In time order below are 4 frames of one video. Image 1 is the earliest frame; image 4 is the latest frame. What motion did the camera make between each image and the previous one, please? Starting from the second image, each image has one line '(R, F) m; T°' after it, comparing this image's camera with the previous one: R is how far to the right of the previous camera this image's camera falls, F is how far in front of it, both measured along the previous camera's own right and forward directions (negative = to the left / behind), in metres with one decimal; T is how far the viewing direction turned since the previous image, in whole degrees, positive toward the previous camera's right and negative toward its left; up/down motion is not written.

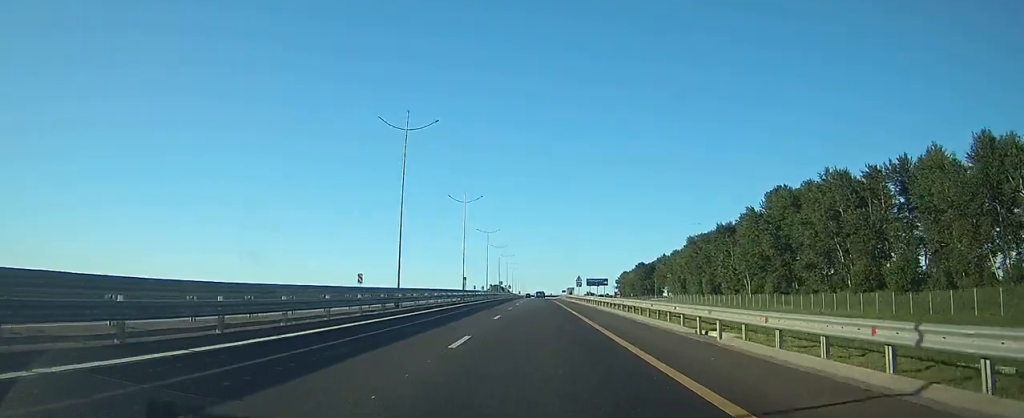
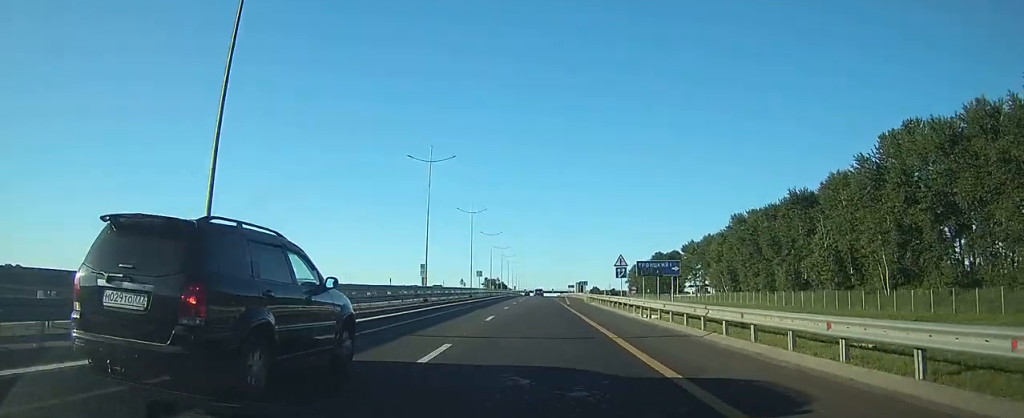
(+0.1, +50.8) m; 0°
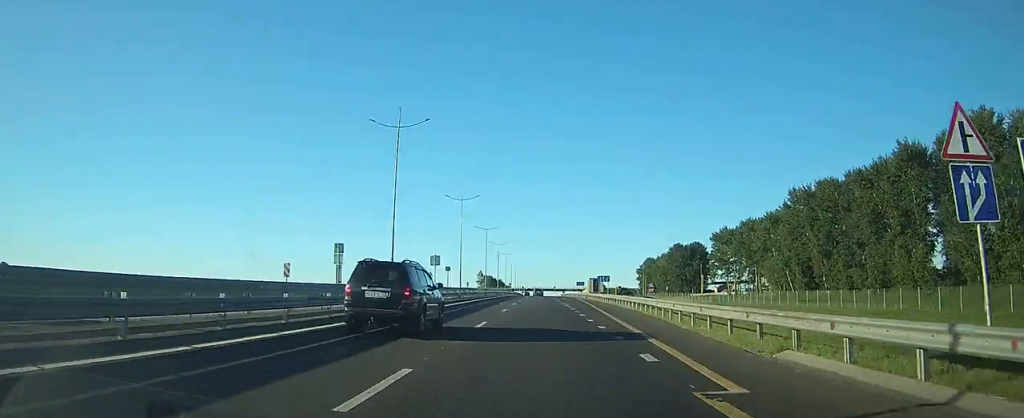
(0.0, +40.0) m; 0°
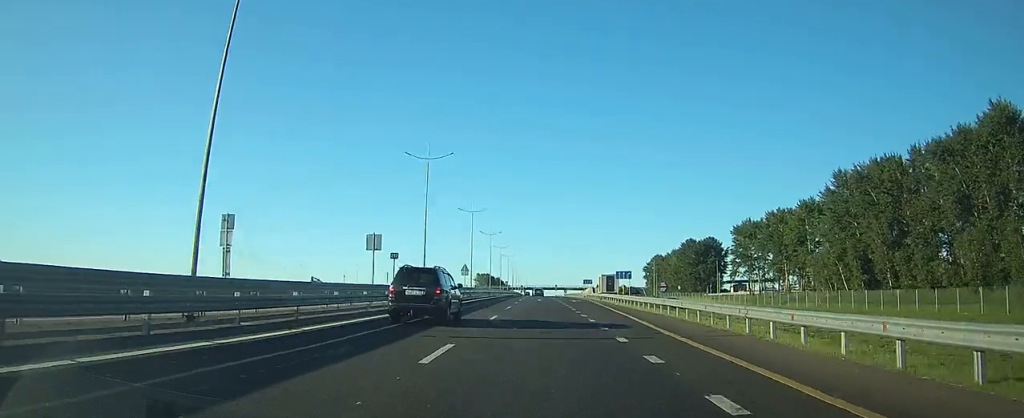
(0.0, +20.3) m; 0°
